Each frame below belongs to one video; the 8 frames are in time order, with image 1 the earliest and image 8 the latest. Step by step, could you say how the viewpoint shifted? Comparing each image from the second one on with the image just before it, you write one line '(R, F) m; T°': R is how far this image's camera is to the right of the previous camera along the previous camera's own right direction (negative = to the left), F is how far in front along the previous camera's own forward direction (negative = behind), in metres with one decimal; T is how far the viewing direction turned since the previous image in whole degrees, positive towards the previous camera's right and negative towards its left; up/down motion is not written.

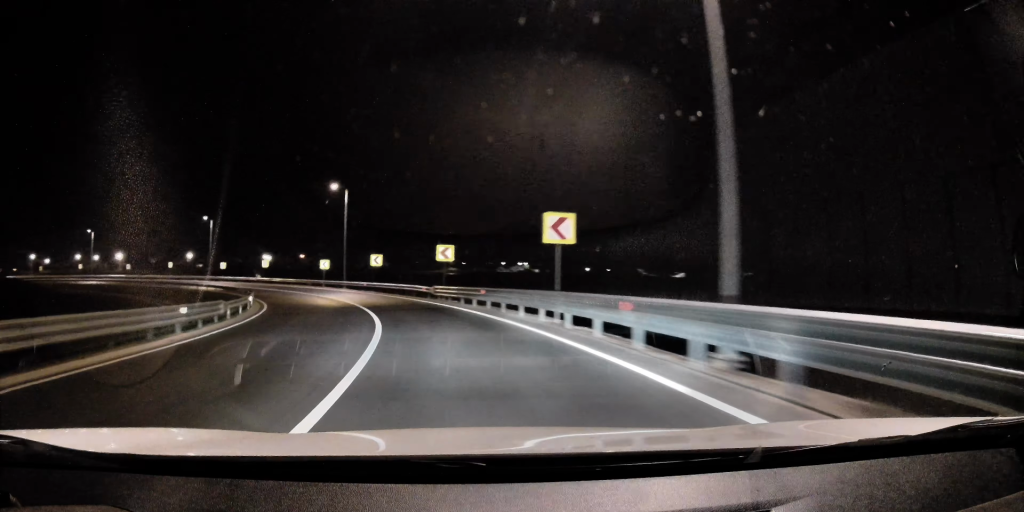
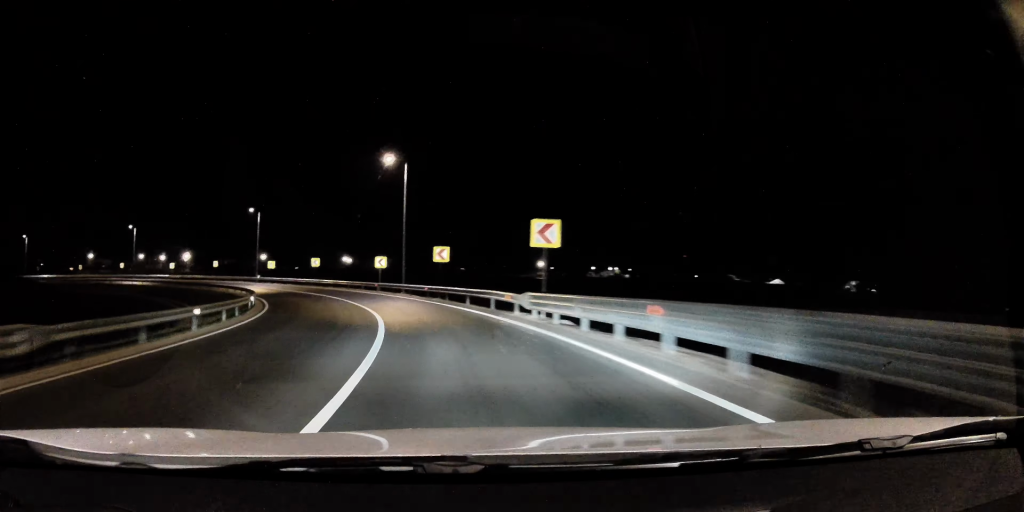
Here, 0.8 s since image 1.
(-0.8, +14.3) m; -7°
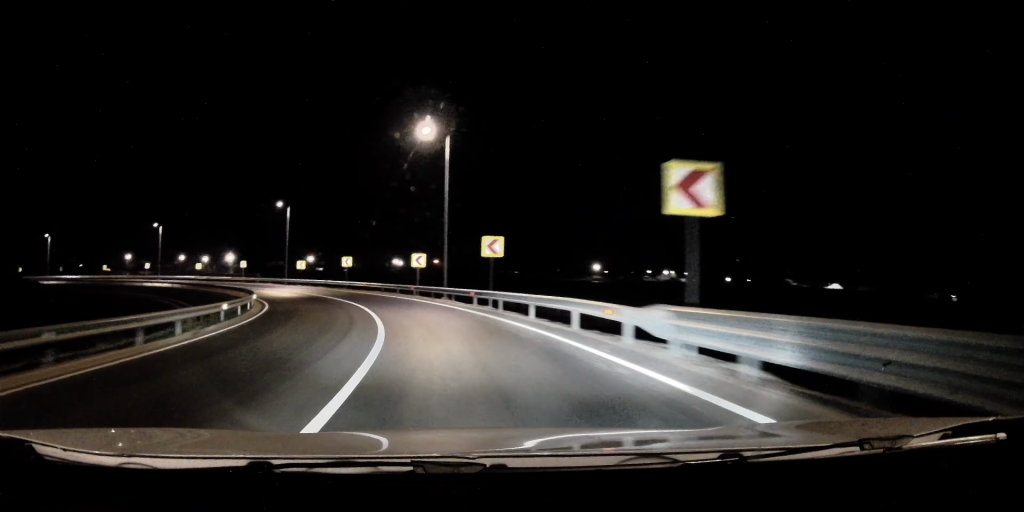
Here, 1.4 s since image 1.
(+0.4, +9.1) m; -4°
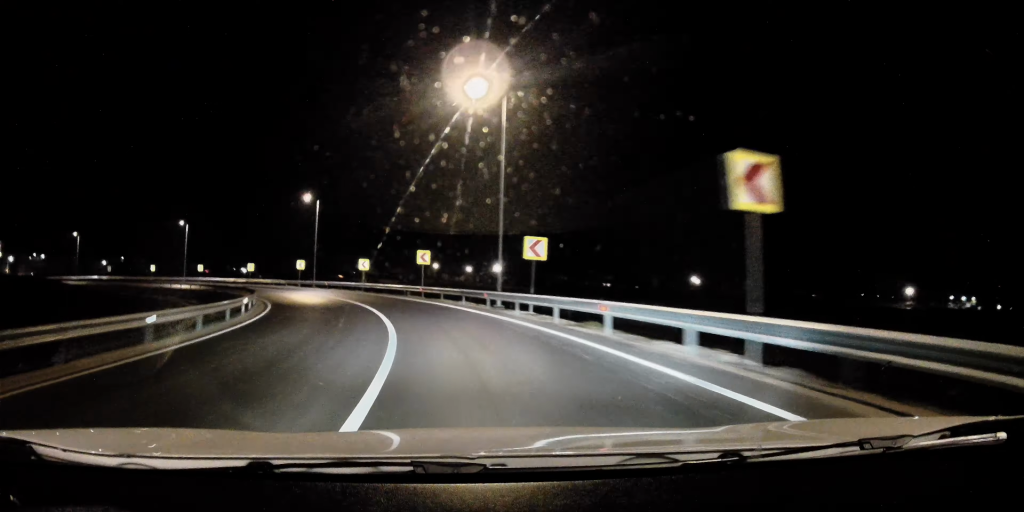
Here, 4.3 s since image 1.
(-11.4, +45.0) m; -27°
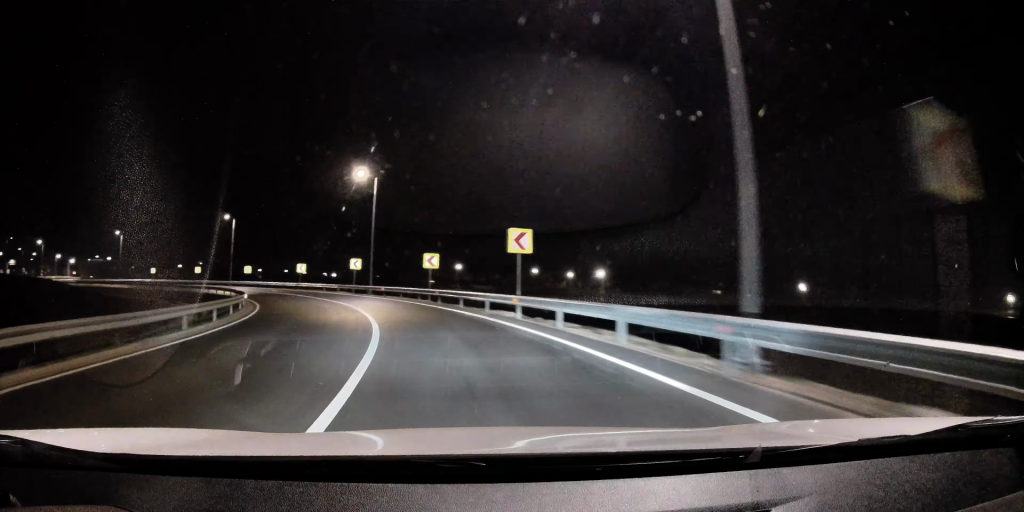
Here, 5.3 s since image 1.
(-0.4, +16.7) m; -9°
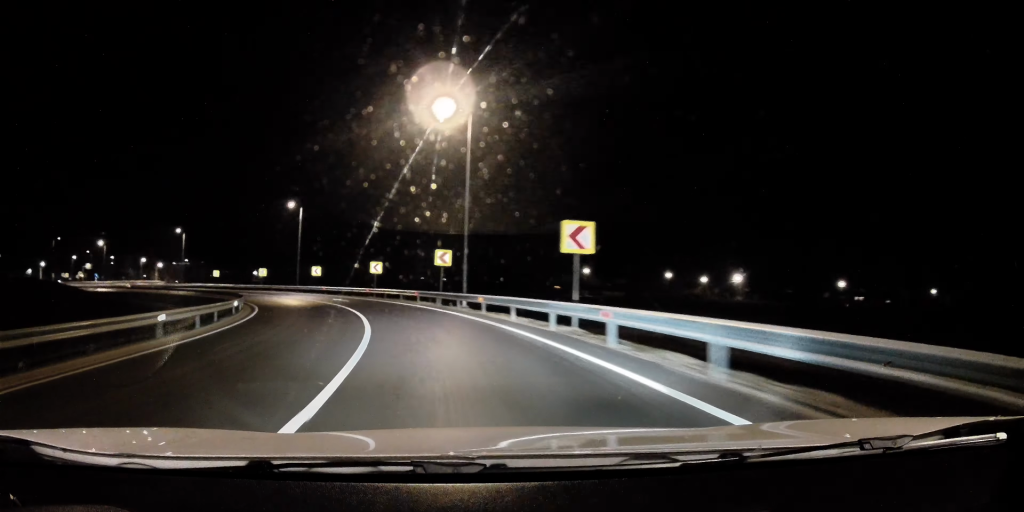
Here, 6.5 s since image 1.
(-2.9, +19.0) m; -13°
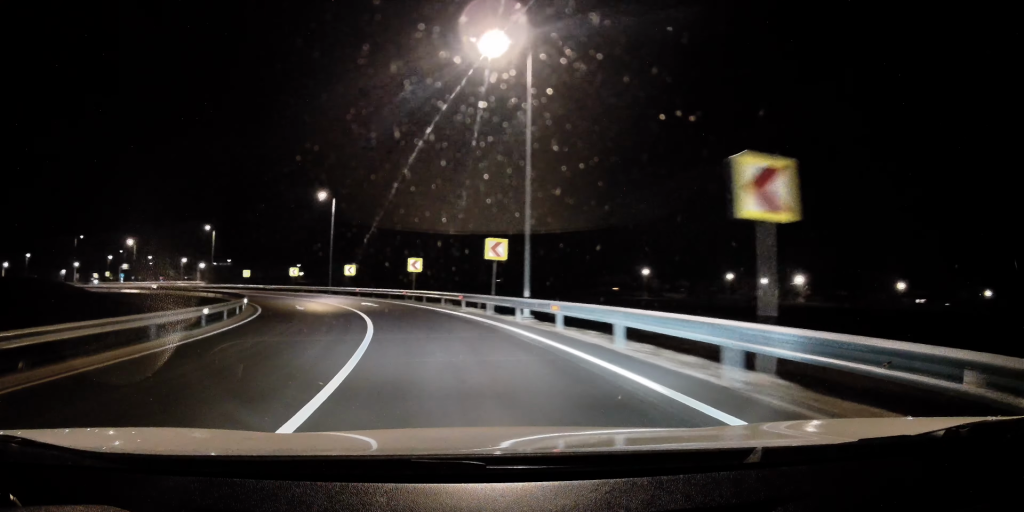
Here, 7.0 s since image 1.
(-0.4, +8.2) m; -4°
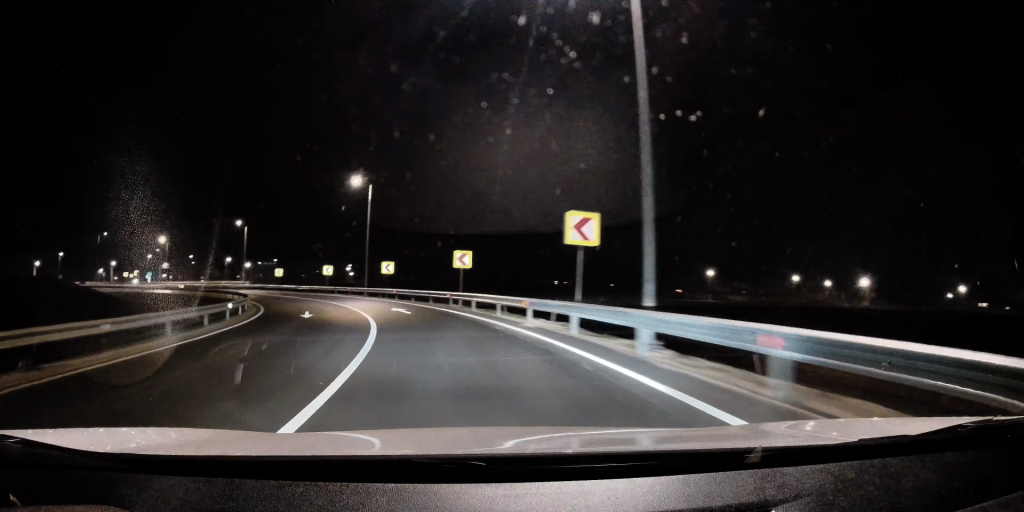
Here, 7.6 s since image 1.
(-0.3, +8.7) m; -6°
